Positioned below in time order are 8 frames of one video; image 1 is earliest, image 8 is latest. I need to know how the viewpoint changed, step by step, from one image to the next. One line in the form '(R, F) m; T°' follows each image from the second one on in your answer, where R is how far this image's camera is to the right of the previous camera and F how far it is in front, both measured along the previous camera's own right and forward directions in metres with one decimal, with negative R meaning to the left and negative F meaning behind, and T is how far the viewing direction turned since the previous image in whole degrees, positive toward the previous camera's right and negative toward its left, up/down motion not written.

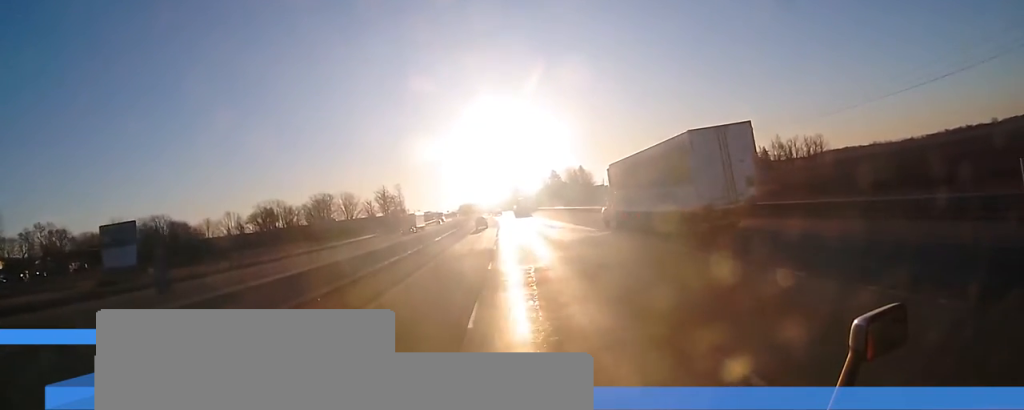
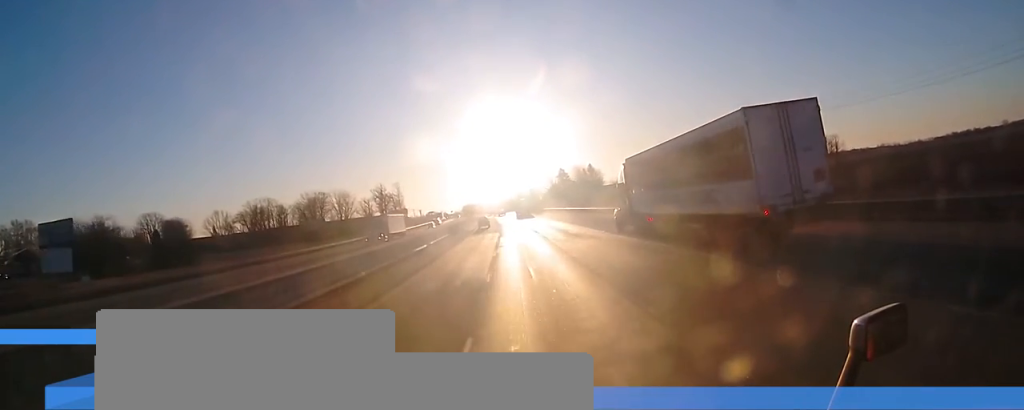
(0.0, +16.3) m; -1°
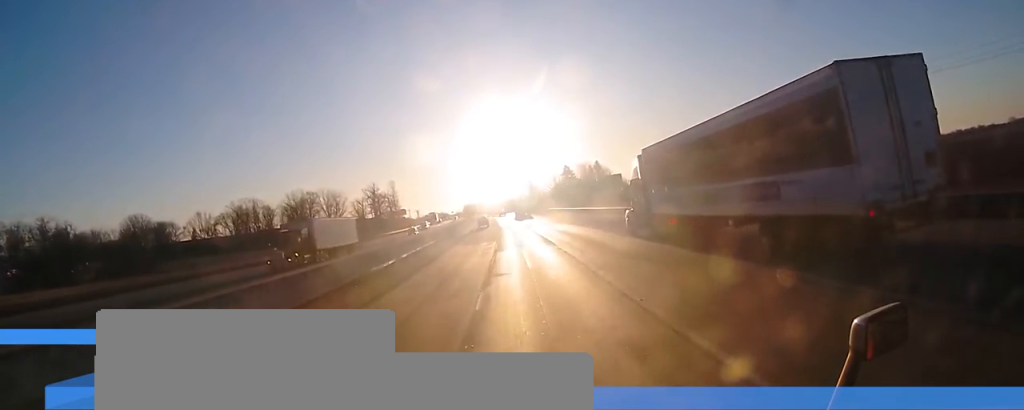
(0.0, +17.3) m; 0°
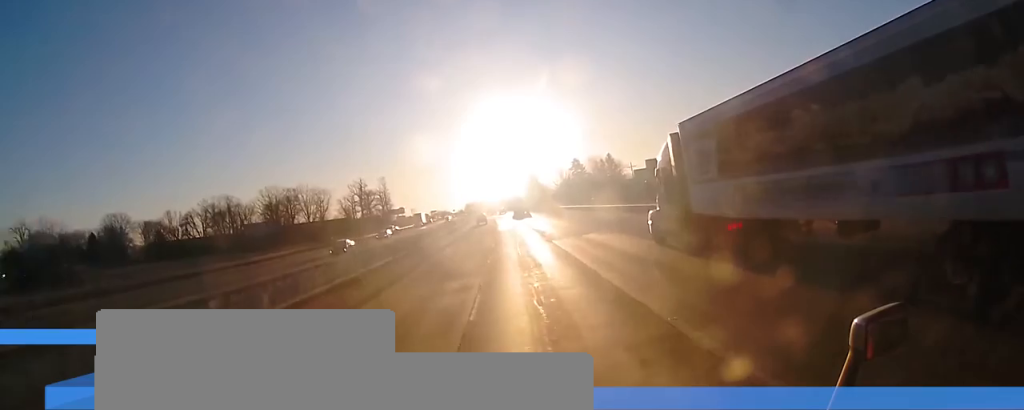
(-0.3, +26.5) m; 0°
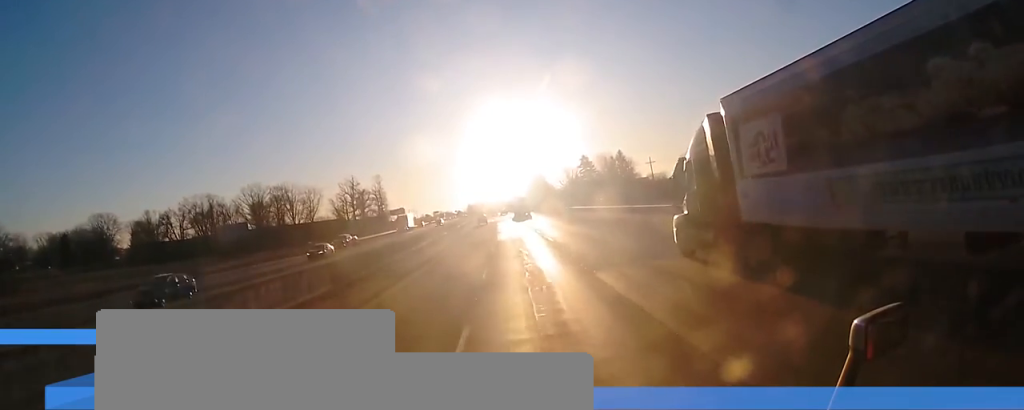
(+0.3, +16.5) m; 0°
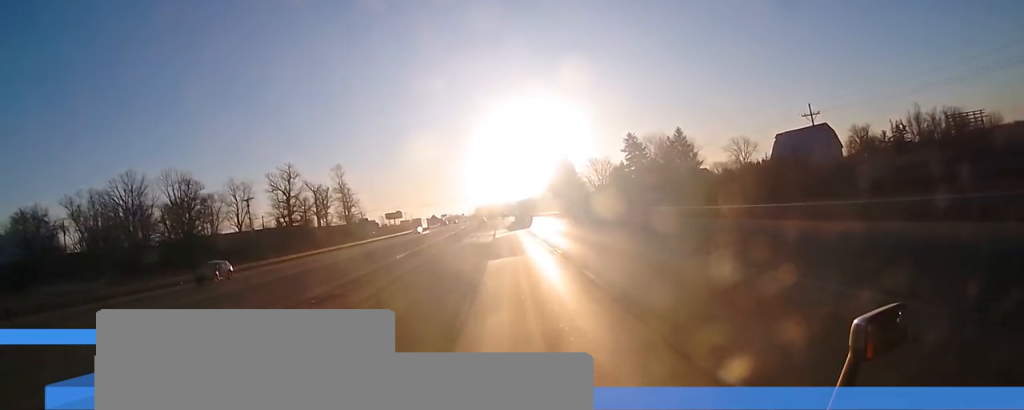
(-0.7, +69.0) m; -2°
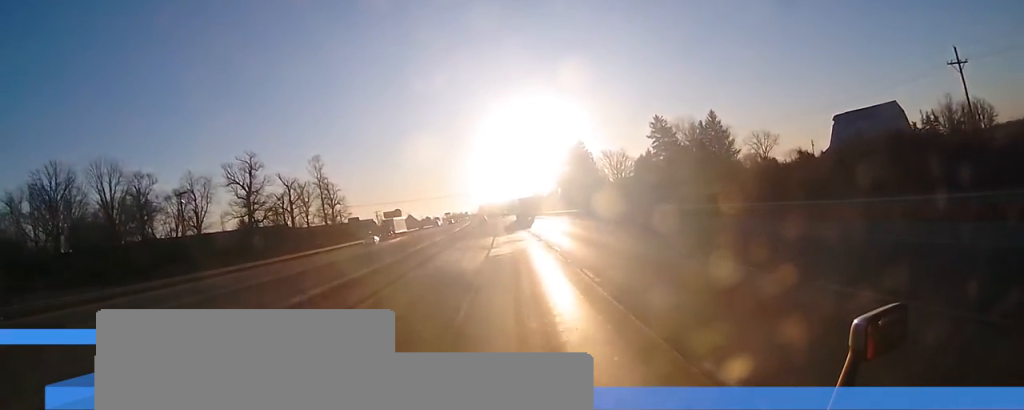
(-0.1, +24.4) m; -1°
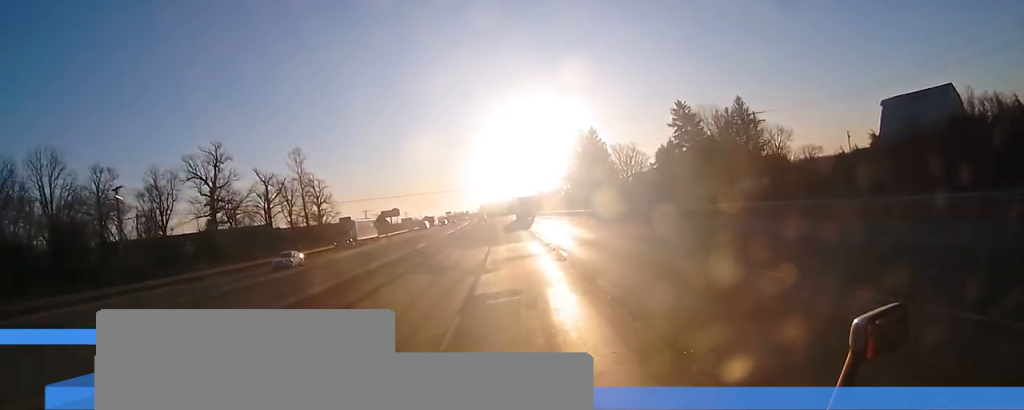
(-0.1, +15.1) m; 0°
